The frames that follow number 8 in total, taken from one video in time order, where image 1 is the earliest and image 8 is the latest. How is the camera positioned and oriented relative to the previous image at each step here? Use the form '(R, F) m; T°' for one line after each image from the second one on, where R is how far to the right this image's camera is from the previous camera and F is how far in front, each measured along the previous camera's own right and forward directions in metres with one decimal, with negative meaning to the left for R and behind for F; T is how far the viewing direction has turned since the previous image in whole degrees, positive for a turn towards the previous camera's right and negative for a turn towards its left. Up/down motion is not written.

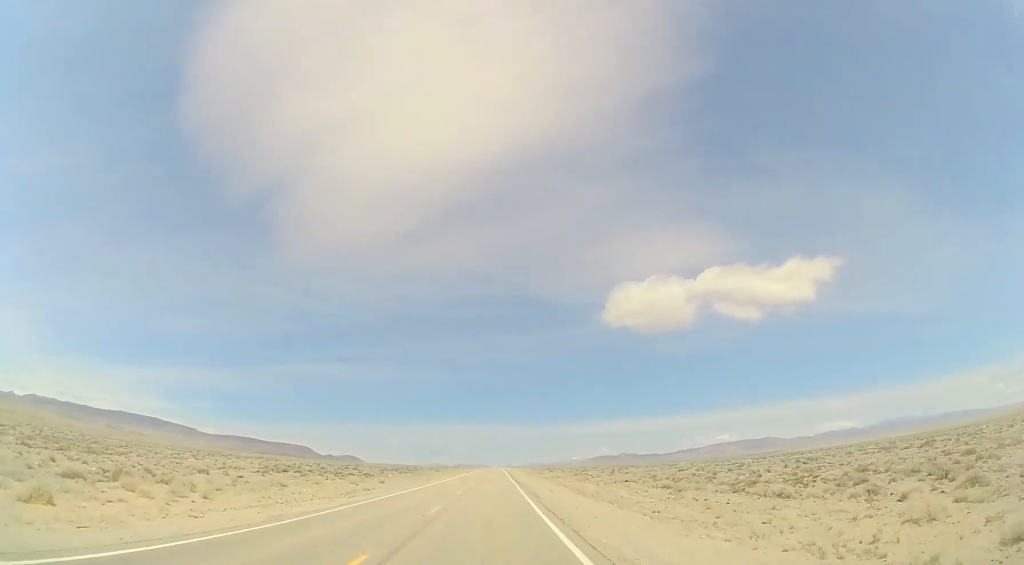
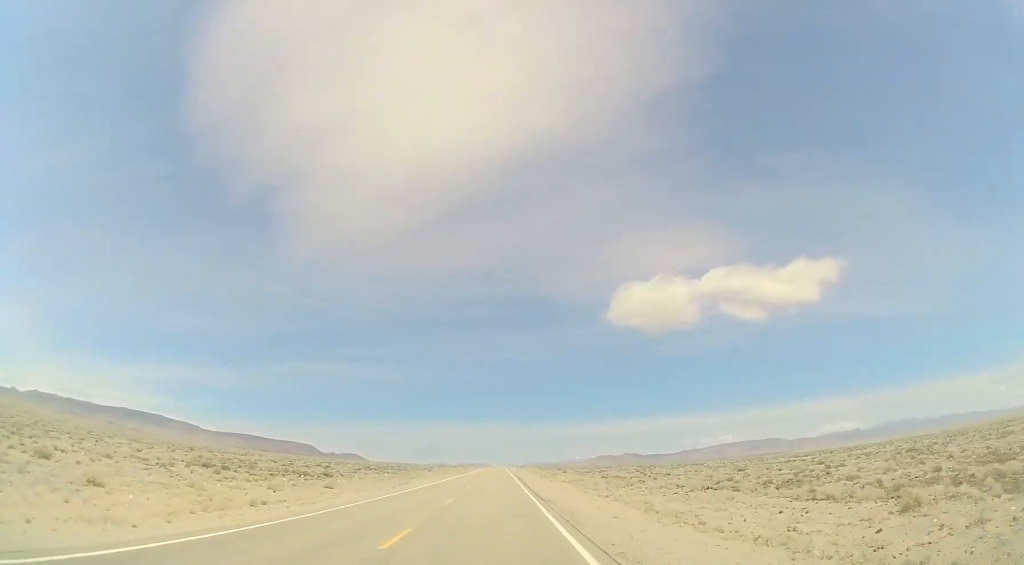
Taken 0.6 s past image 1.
(-0.3, +20.5) m; 0°
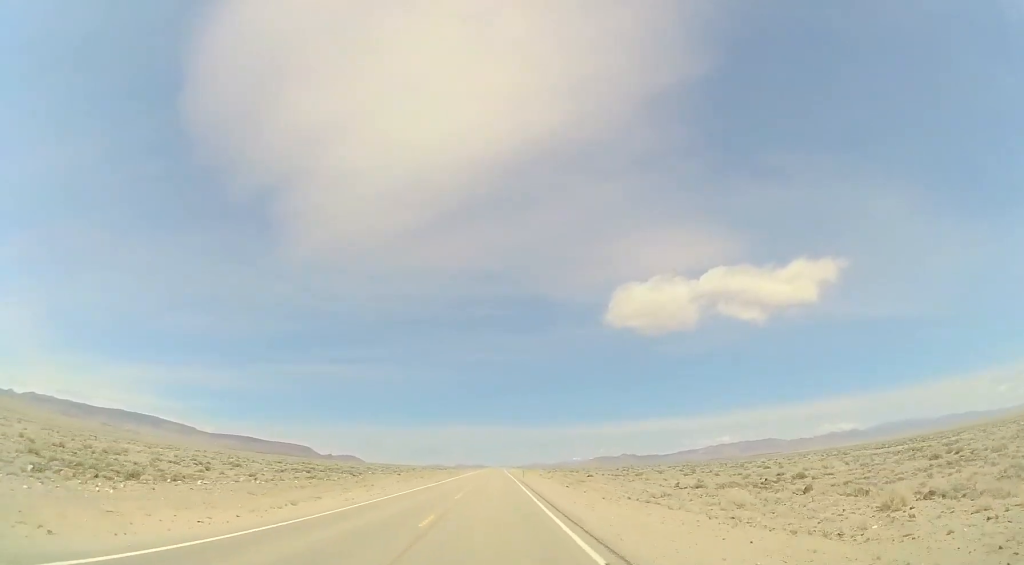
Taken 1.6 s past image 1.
(0.0, +32.4) m; +1°
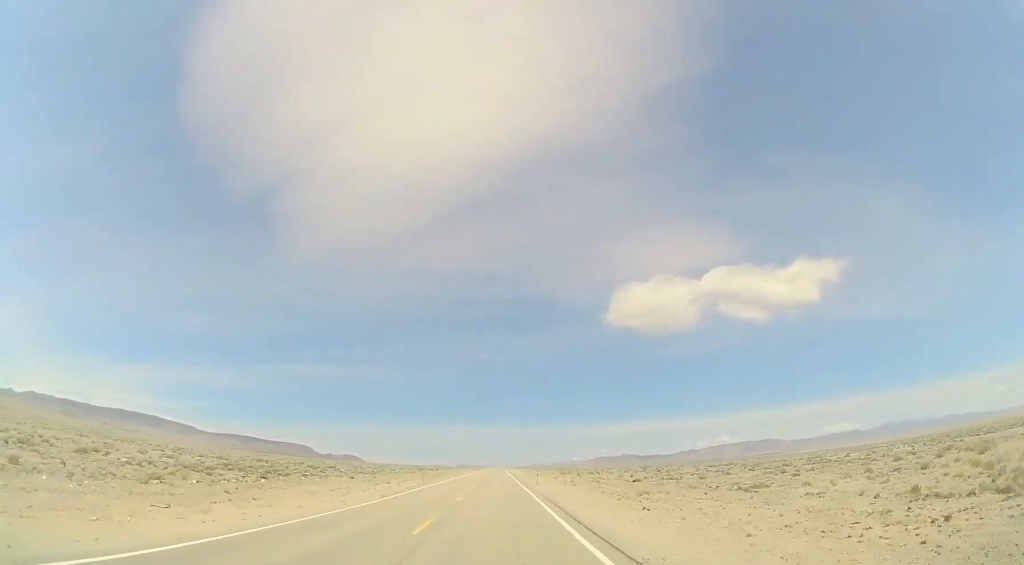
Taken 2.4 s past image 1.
(+0.4, +26.0) m; 0°
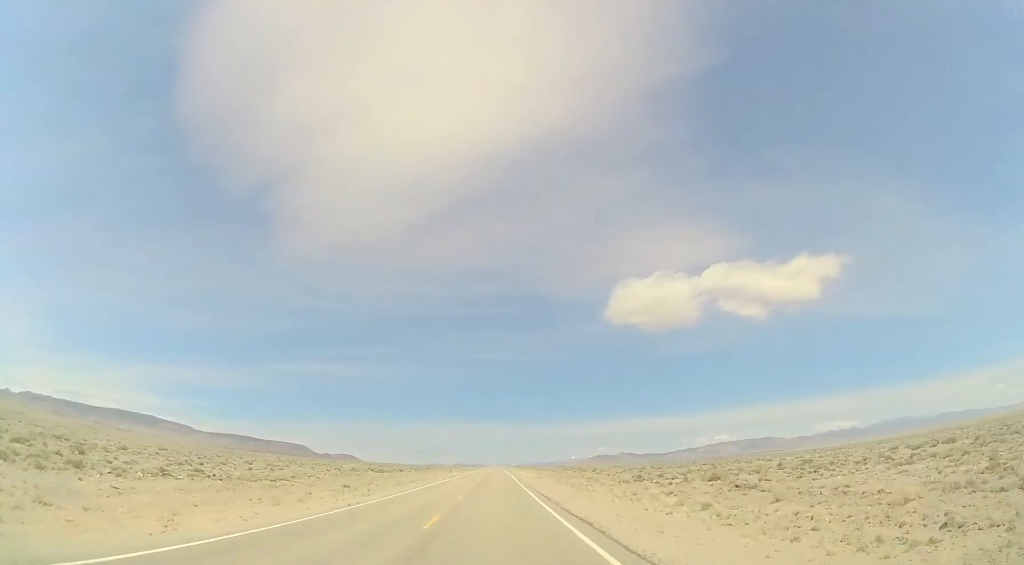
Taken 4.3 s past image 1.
(+0.1, +59.8) m; 0°
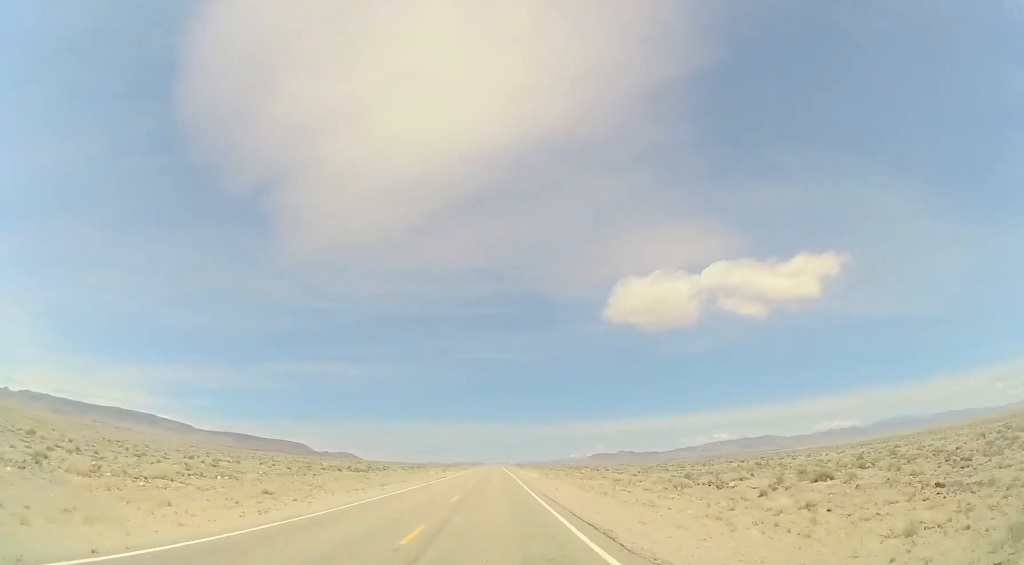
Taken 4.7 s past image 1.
(-0.1, +15.3) m; 0°
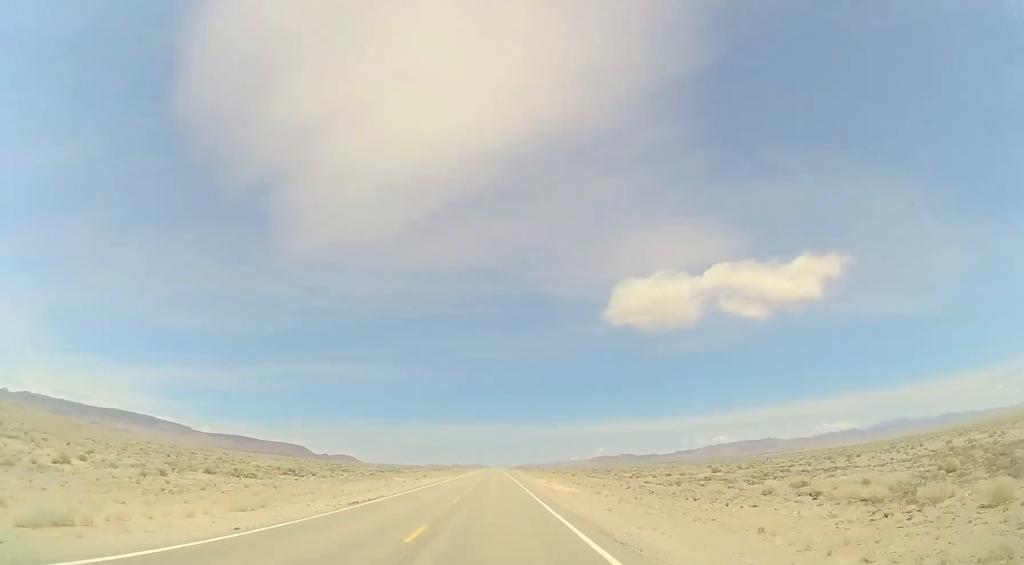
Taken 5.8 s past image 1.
(-0.1, +36.1) m; -1°
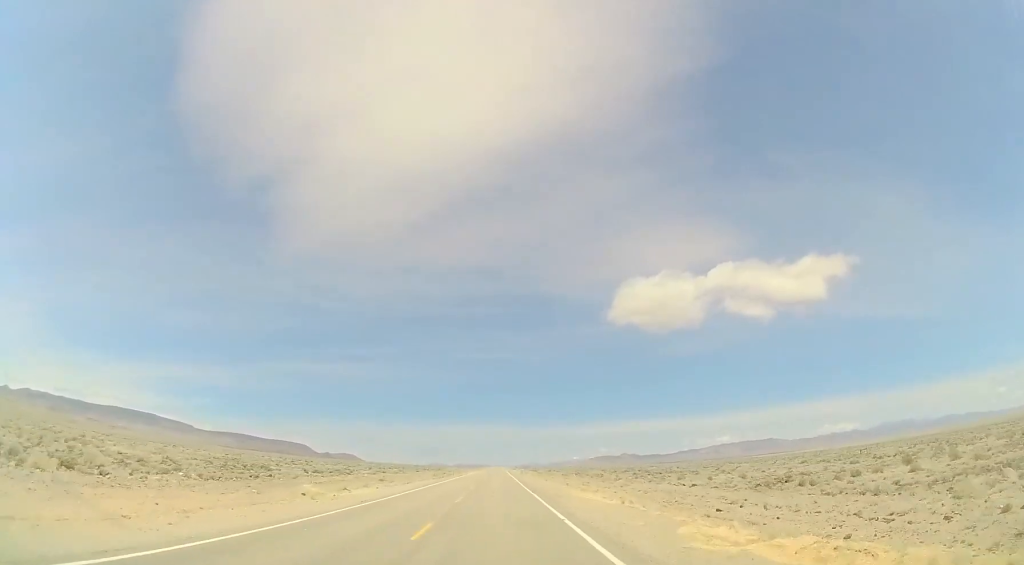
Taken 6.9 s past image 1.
(-0.3, +36.2) m; 0°
